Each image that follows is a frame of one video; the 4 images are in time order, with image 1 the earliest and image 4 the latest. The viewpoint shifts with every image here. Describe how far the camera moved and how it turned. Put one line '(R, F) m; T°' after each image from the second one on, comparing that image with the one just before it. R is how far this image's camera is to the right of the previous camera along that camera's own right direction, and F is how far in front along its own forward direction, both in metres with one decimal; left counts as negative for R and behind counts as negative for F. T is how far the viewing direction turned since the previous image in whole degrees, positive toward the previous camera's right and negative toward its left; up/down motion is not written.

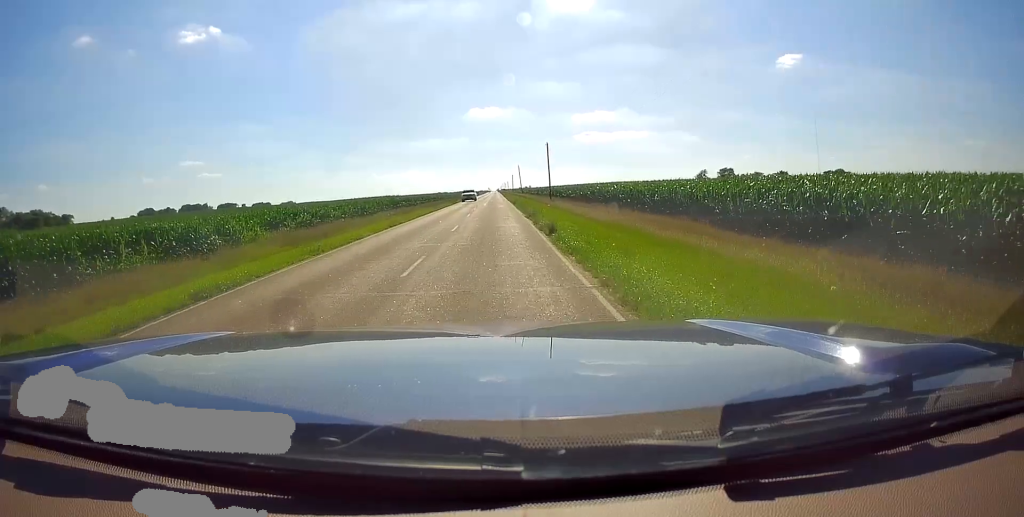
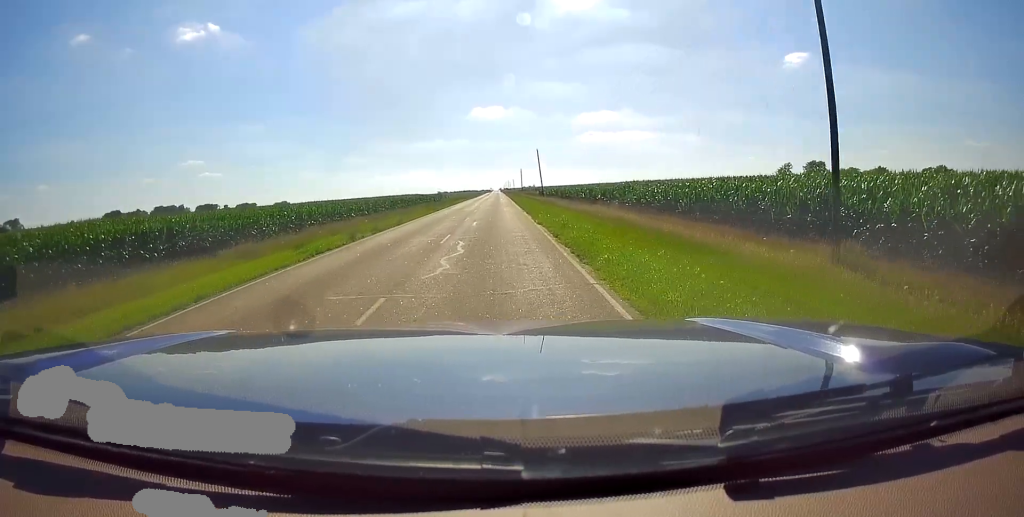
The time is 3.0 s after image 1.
(0.0, +76.4) m; 0°
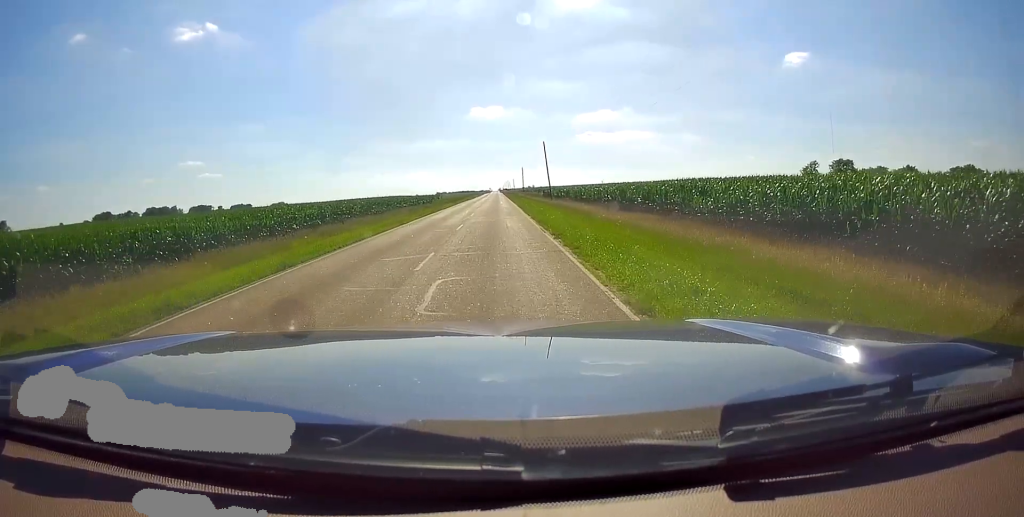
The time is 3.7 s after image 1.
(0.0, +17.3) m; 0°
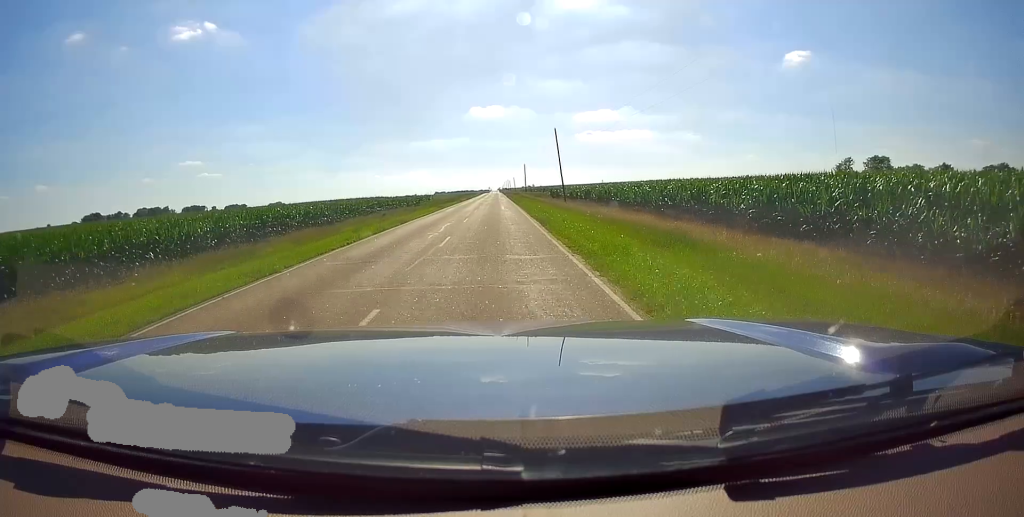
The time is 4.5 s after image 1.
(0.0, +19.0) m; 0°
